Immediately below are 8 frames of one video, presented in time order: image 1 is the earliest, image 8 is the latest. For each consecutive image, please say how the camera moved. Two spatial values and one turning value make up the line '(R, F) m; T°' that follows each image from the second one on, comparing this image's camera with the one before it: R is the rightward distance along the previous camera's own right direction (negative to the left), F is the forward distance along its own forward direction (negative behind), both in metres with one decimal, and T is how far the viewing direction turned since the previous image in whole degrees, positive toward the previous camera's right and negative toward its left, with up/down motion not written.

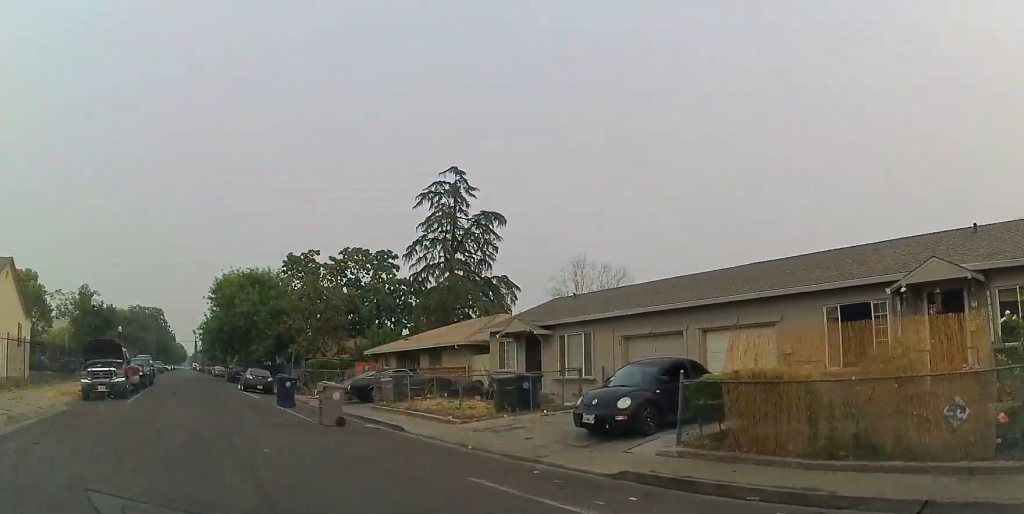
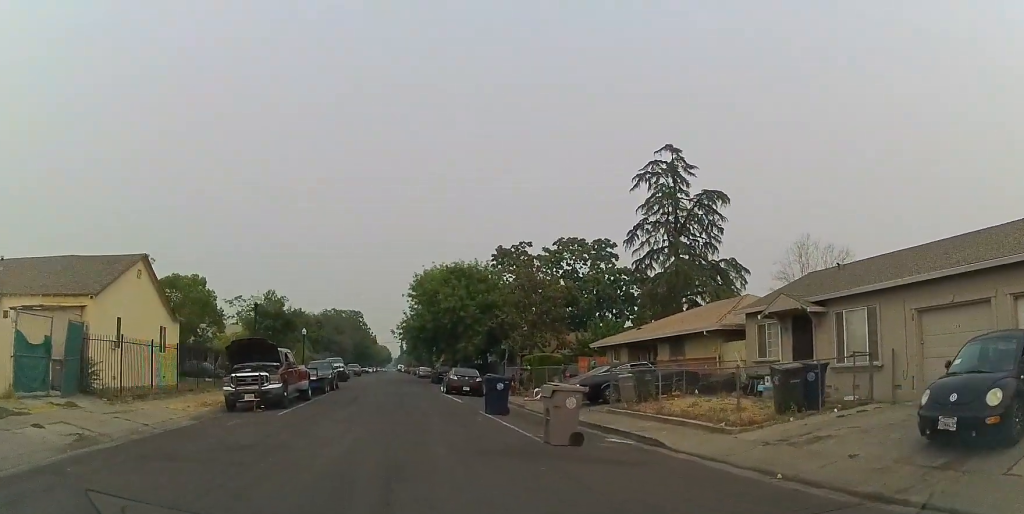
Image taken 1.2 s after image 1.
(-0.2, +3.9) m; -8°
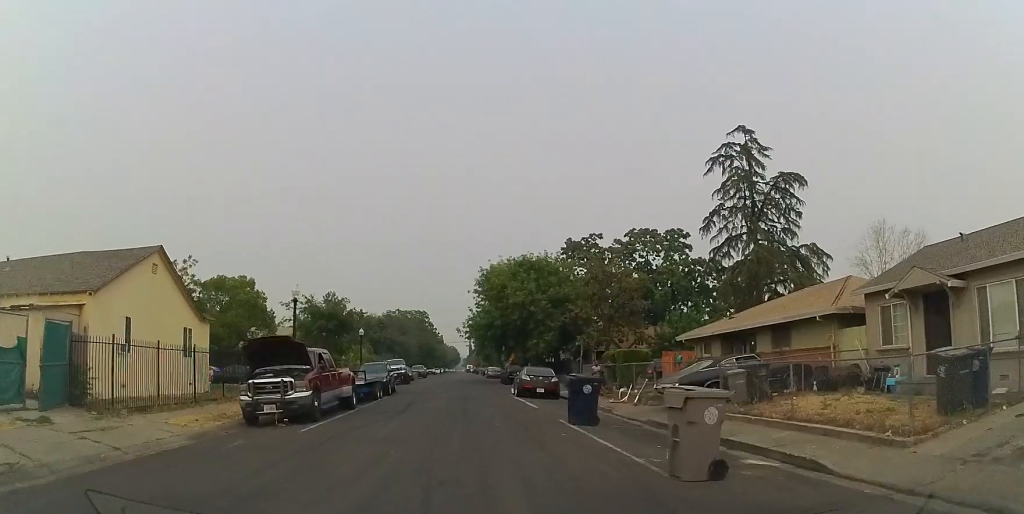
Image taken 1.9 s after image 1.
(-0.1, +3.2) m; -8°
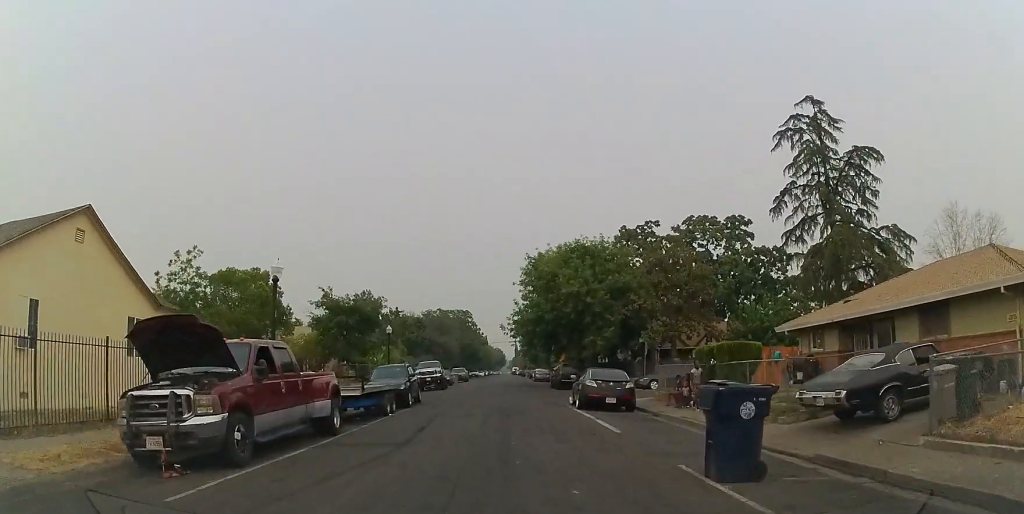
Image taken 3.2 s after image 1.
(-0.6, +6.4) m; -8°
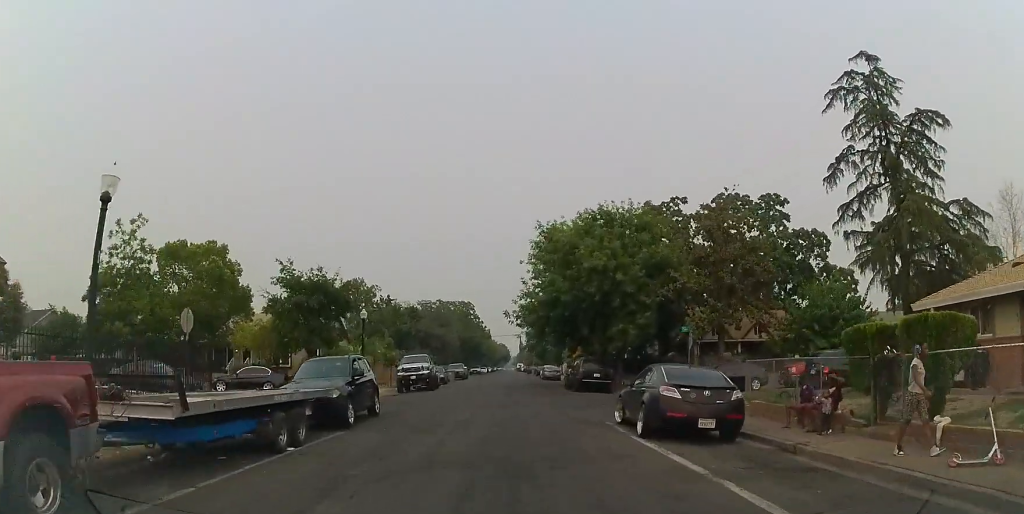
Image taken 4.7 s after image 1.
(-0.6, +8.5) m; -3°
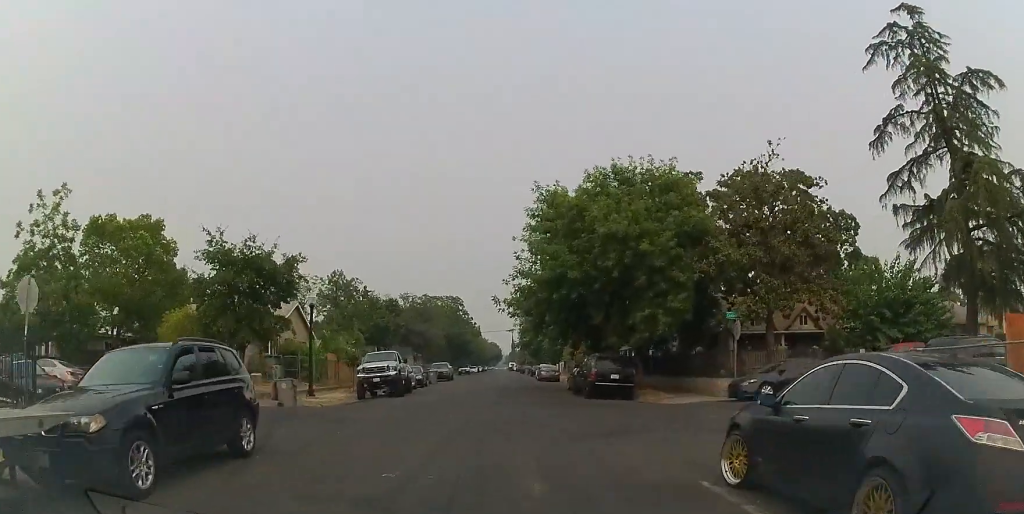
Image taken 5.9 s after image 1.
(+0.5, +7.9) m; +5°
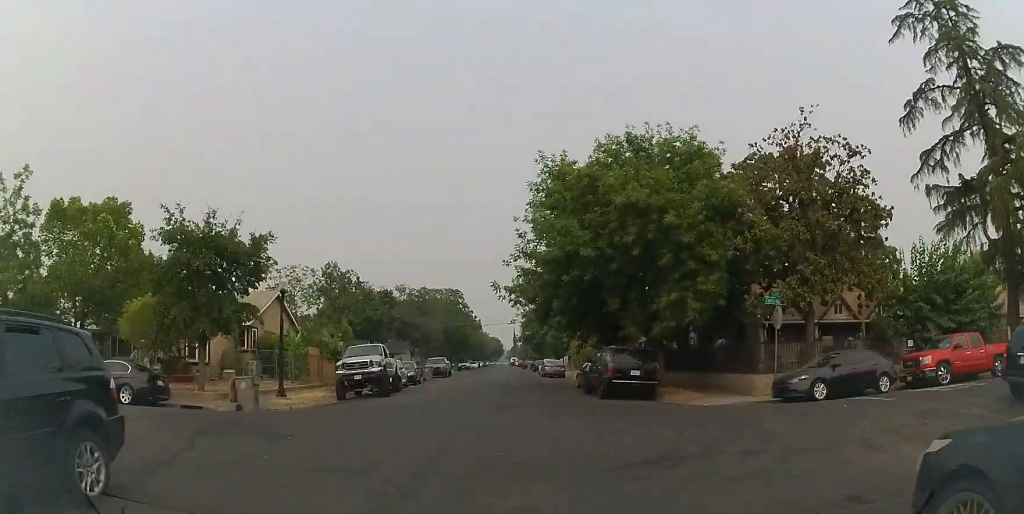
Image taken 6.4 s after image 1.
(0.0, +3.8) m; 0°
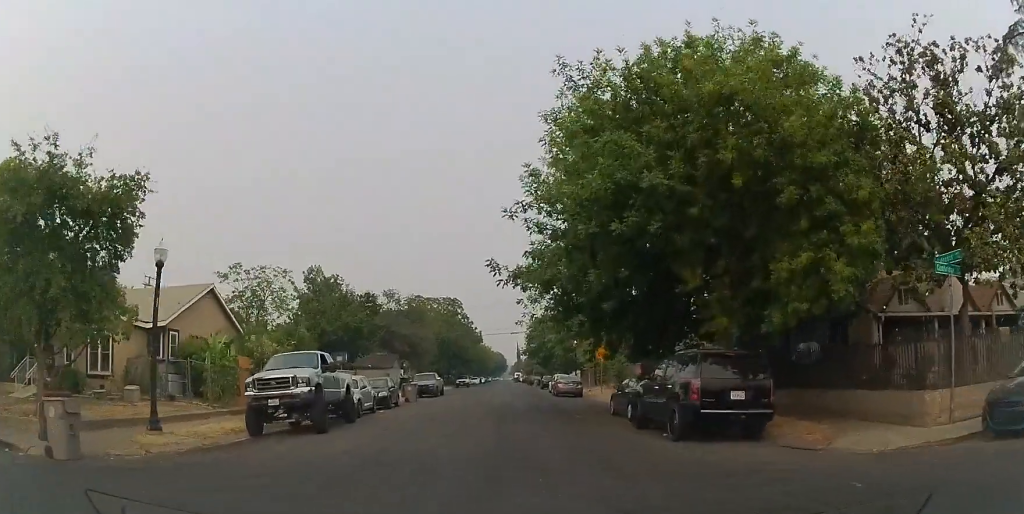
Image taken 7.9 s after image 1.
(0.0, +9.5) m; 0°
